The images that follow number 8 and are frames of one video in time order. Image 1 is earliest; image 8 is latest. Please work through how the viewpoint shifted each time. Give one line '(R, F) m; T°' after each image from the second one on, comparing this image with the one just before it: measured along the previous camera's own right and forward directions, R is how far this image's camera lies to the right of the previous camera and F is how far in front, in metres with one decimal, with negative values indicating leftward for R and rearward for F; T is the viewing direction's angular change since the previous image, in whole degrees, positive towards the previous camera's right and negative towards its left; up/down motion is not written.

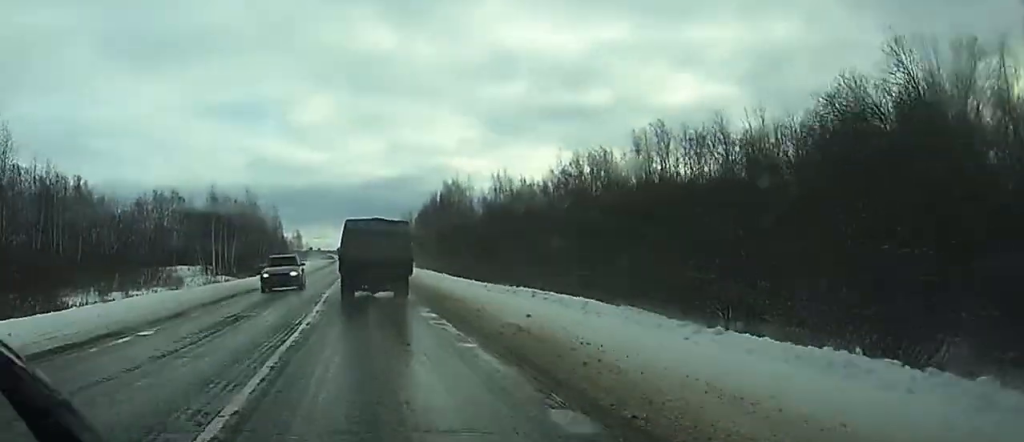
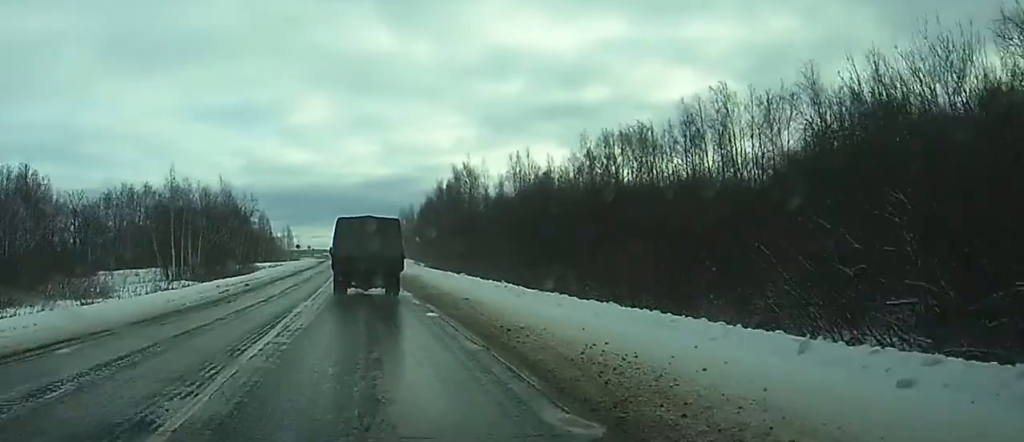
(-0.1, +25.1) m; 0°
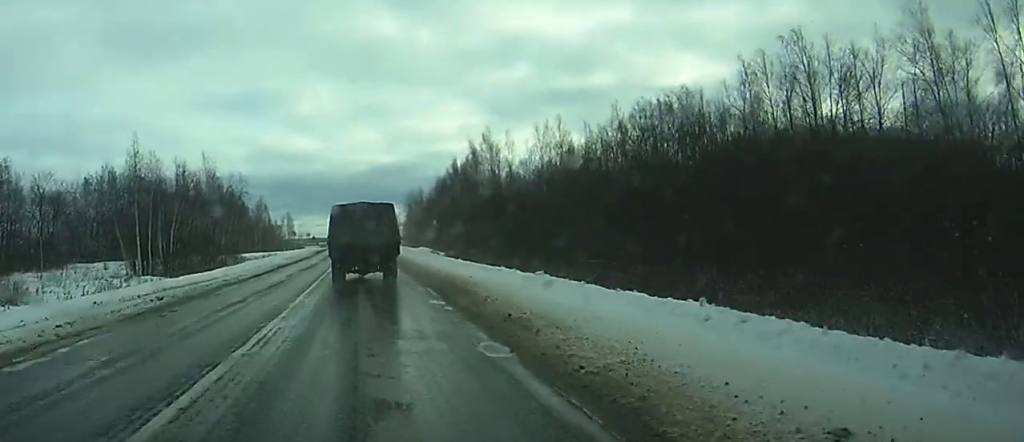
(-0.1, +18.3) m; 0°
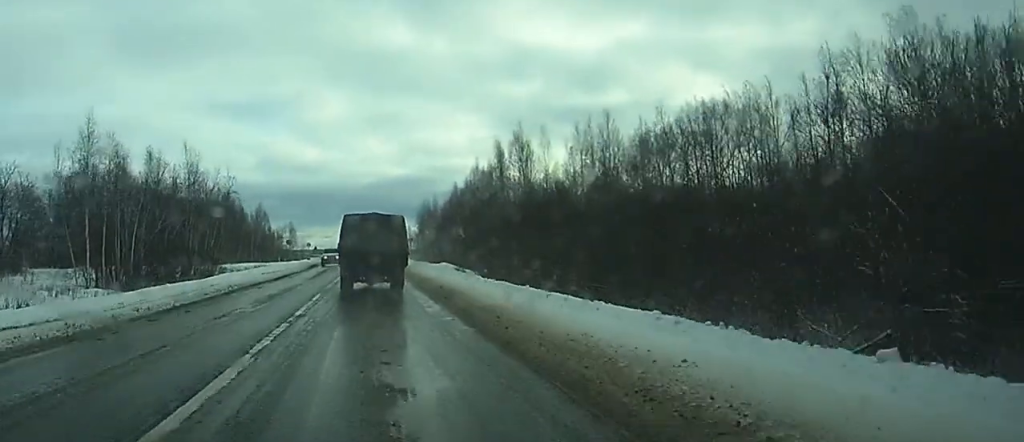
(0.0, +17.7) m; 0°
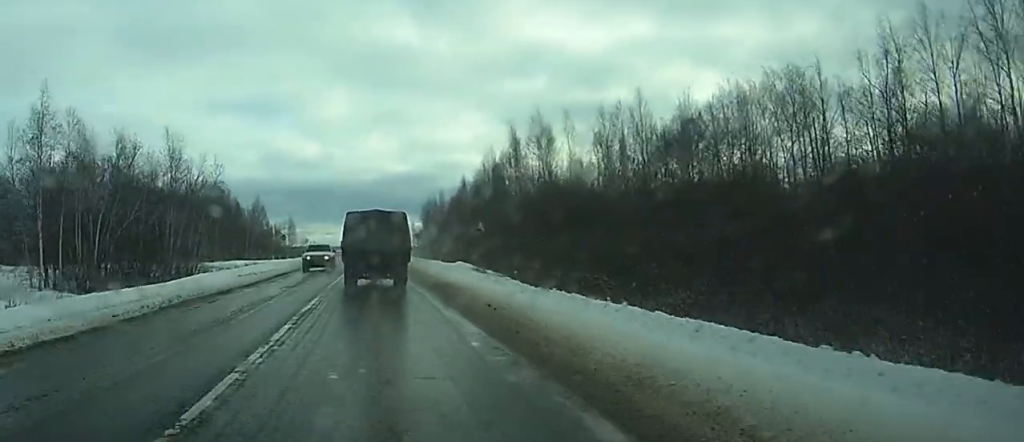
(0.0, +10.7) m; 0°
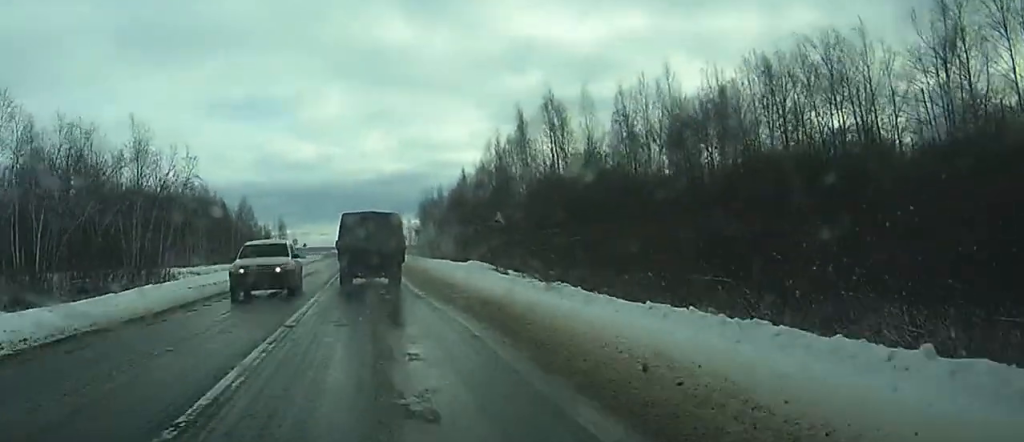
(0.0, +10.7) m; 0°
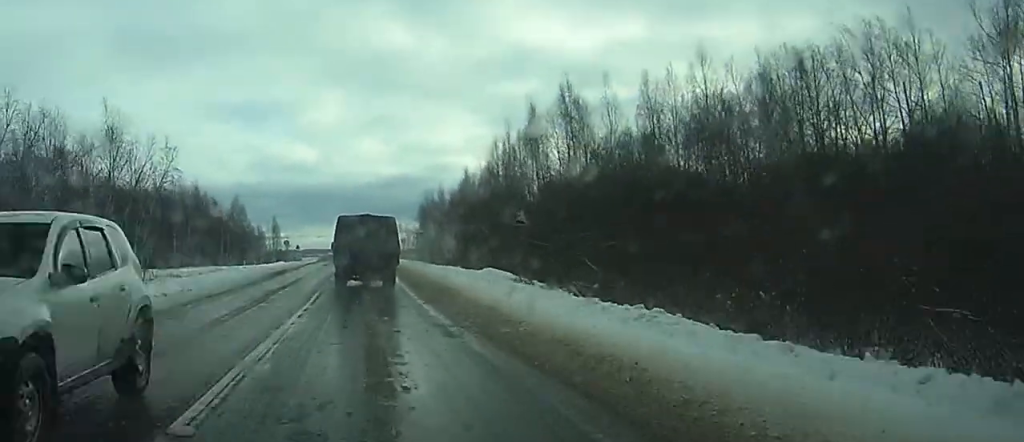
(-0.1, +8.2) m; 0°
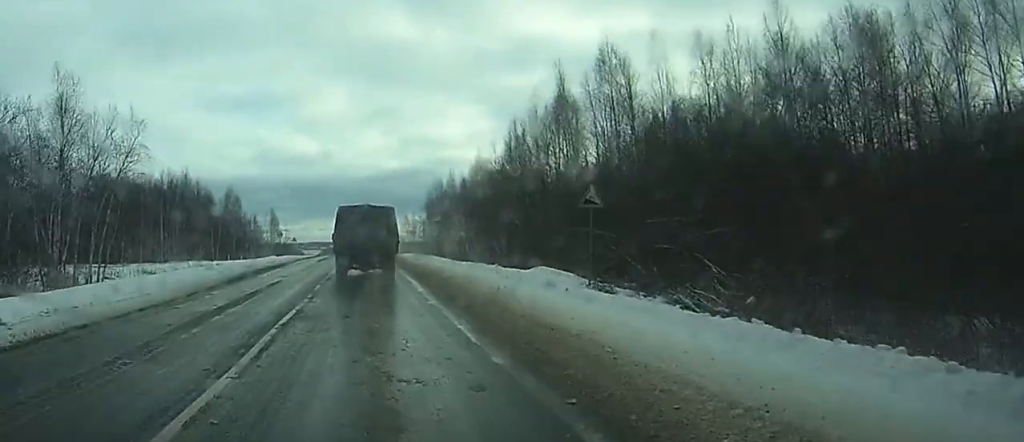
(+0.1, +12.7) m; +1°
